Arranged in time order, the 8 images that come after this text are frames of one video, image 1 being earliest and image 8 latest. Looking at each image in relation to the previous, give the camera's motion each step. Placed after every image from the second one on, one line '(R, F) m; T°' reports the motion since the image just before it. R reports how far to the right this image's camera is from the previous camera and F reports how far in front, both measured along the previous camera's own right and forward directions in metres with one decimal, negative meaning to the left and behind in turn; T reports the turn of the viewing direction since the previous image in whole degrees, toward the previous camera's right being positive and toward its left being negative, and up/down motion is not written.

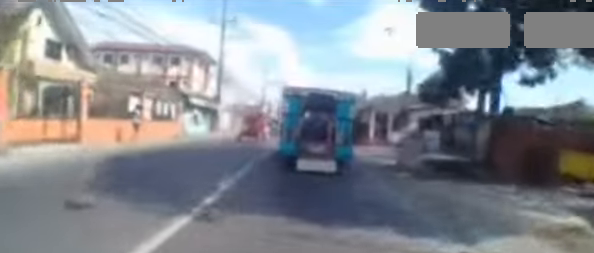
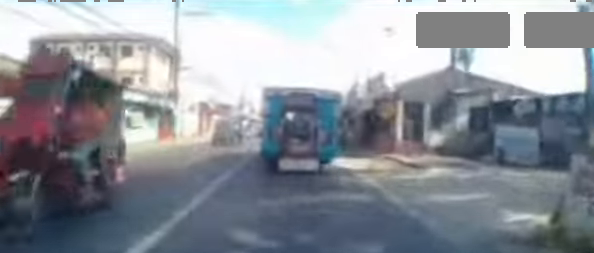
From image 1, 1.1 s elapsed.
(-0.2, +7.7) m; -3°
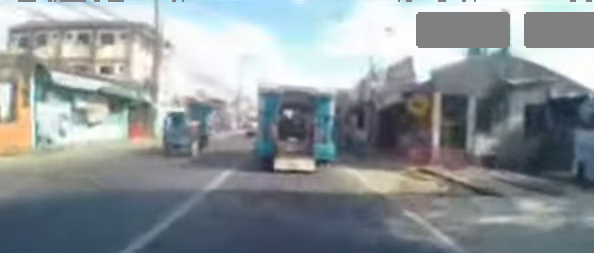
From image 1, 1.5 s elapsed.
(-0.2, +3.2) m; 0°
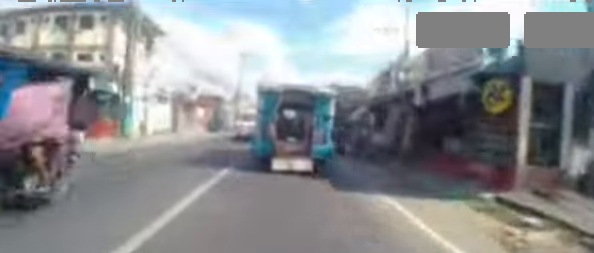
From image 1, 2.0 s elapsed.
(0.0, +3.5) m; +1°
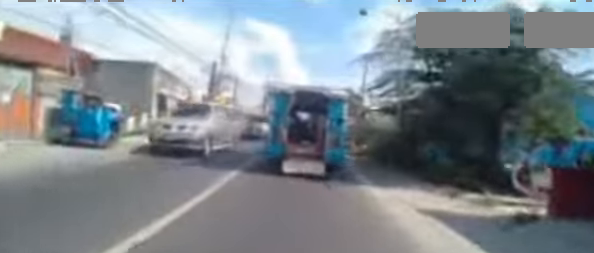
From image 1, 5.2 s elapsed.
(+0.1, +20.6) m; -1°
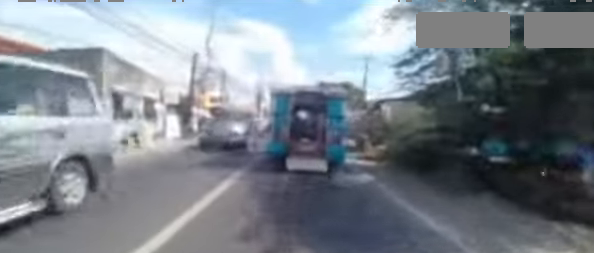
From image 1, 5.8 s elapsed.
(+0.3, +4.2) m; 0°
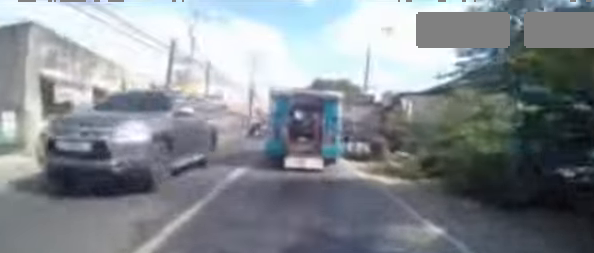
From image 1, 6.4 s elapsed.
(-0.3, +3.6) m; 0°
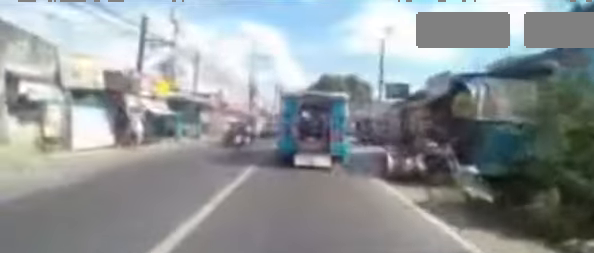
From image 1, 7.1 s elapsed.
(0.0, +4.4) m; +1°
